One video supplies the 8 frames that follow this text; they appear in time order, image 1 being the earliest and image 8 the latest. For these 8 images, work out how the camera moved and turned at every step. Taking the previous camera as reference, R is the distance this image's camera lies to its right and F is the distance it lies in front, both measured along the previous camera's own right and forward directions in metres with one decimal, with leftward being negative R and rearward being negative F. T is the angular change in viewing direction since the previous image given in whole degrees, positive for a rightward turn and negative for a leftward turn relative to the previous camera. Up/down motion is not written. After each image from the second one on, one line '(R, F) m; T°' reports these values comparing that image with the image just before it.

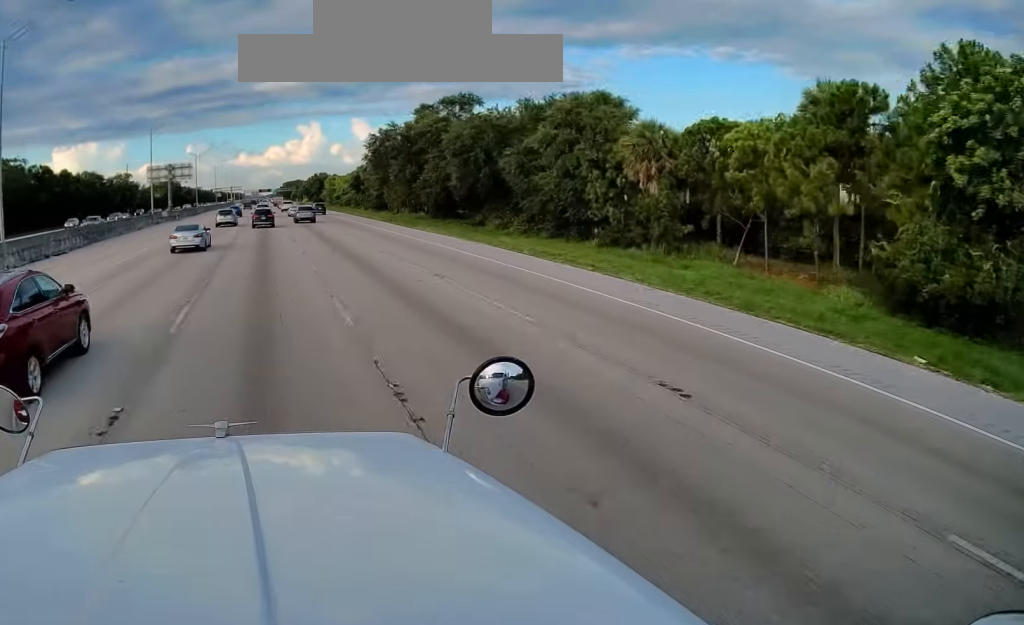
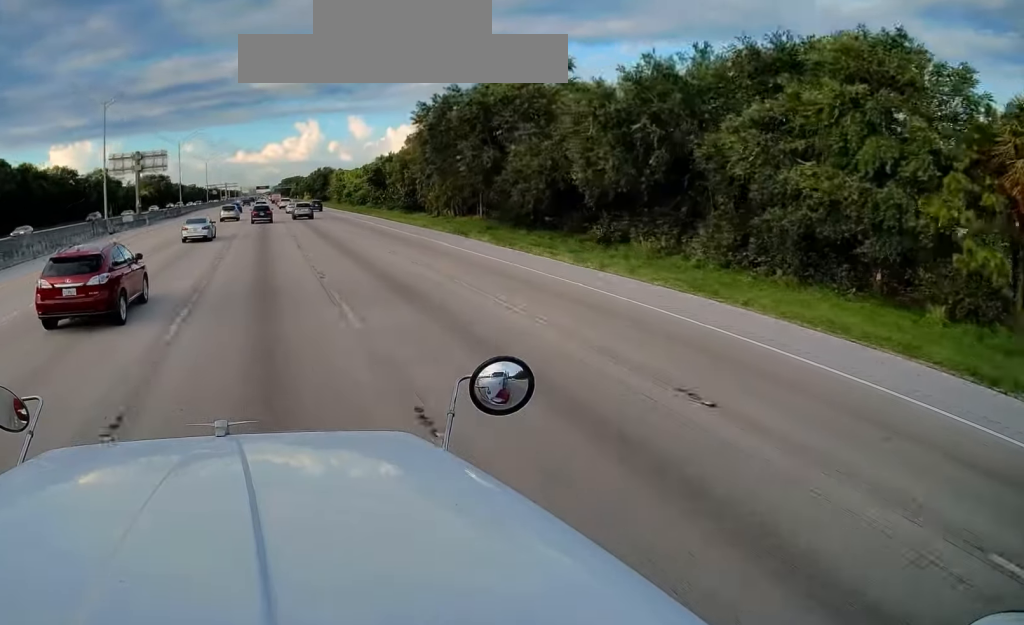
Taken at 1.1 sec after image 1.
(-0.2, +27.0) m; 0°
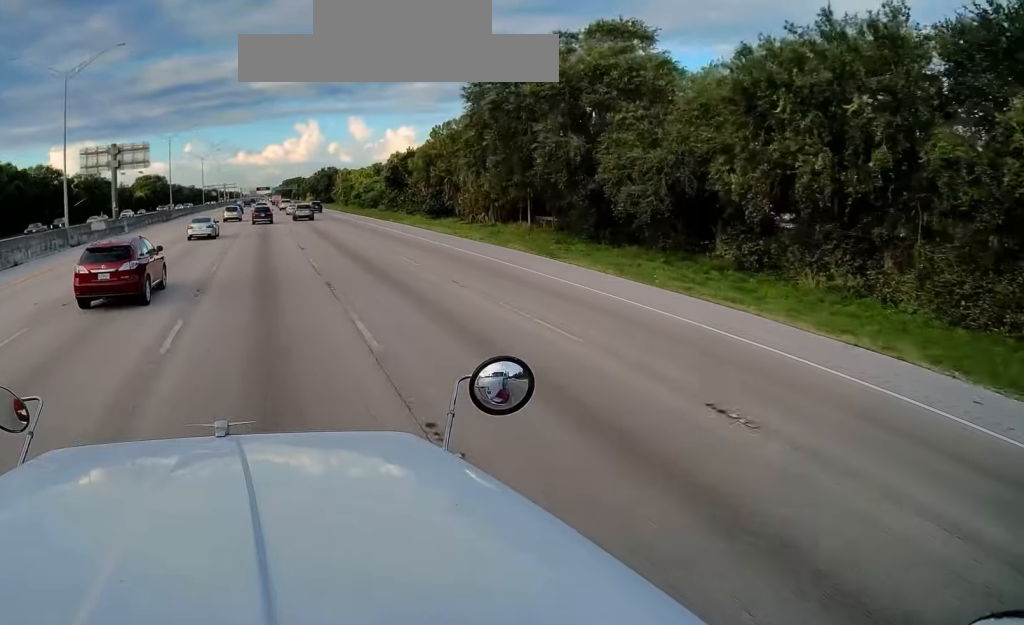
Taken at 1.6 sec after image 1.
(-0.1, +13.4) m; 0°
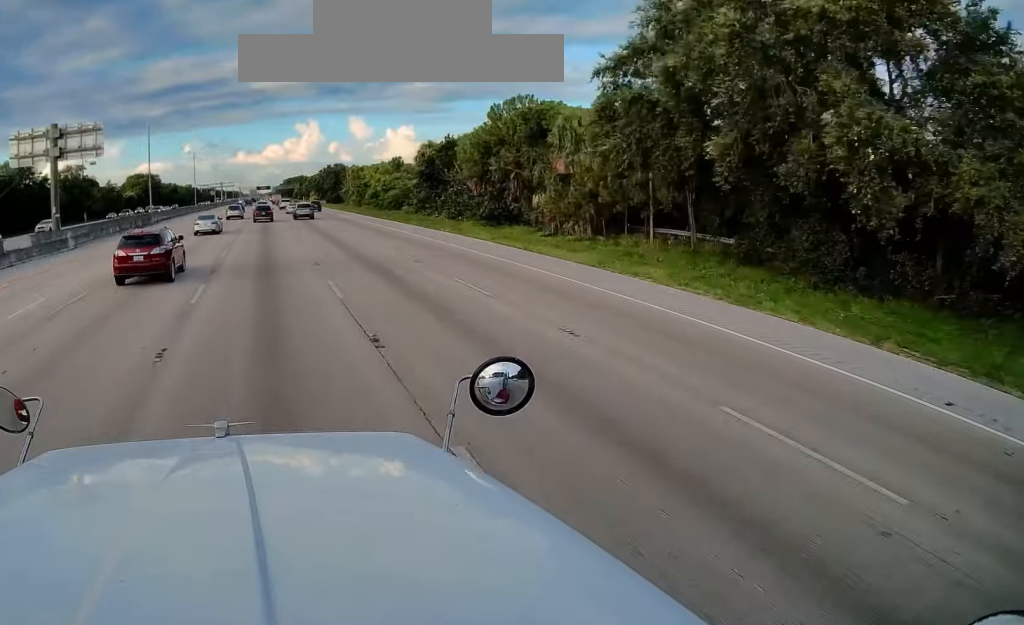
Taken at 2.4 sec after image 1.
(+0.3, +19.3) m; +1°
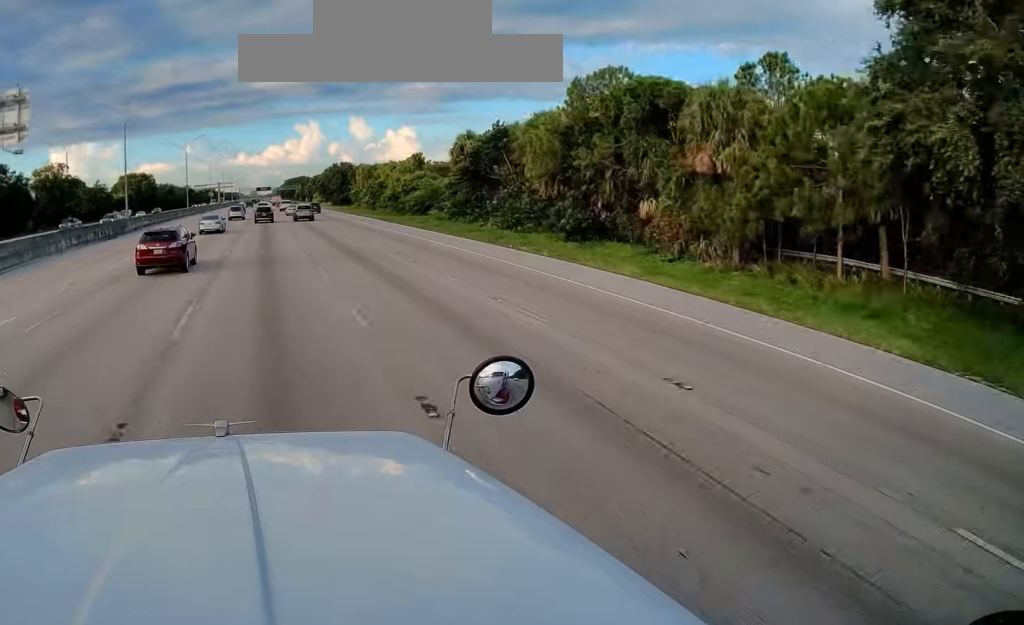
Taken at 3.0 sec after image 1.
(+0.2, +16.8) m; 0°
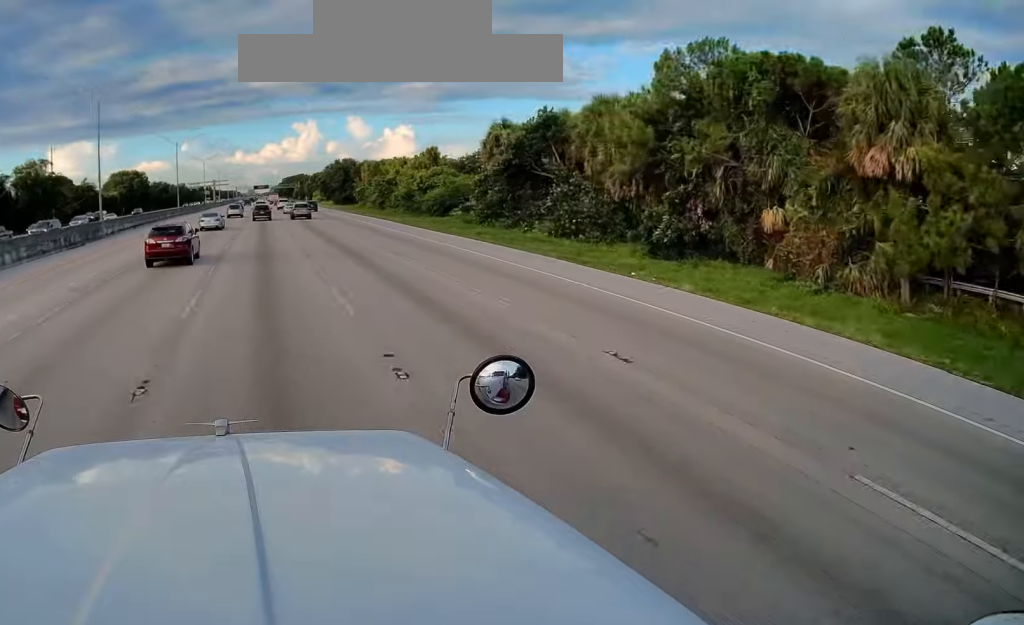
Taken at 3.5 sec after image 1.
(+0.2, +10.9) m; 0°
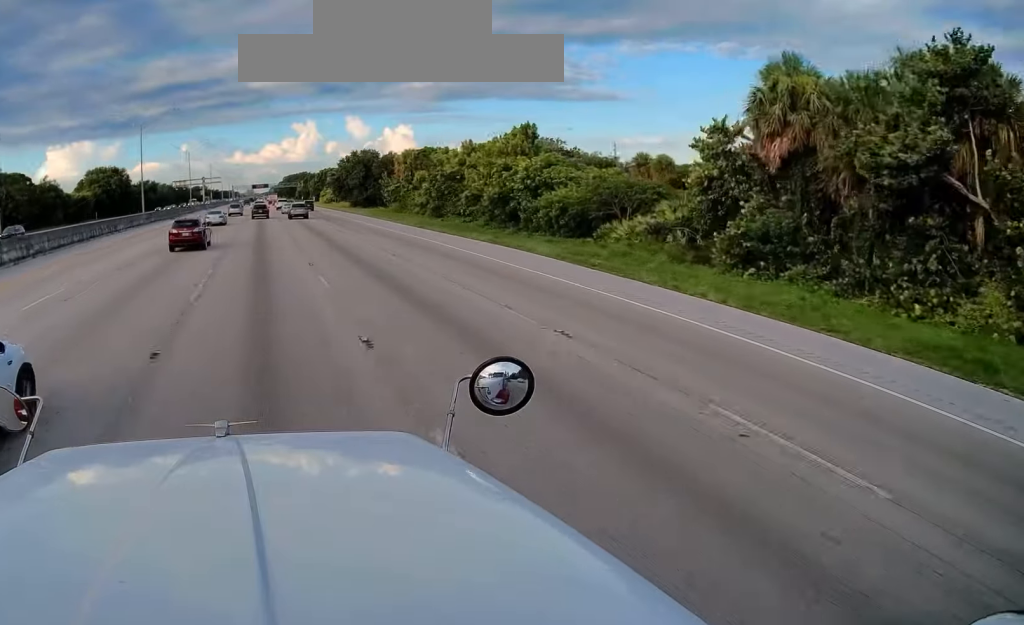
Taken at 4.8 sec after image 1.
(-0.7, +34.5) m; -1°
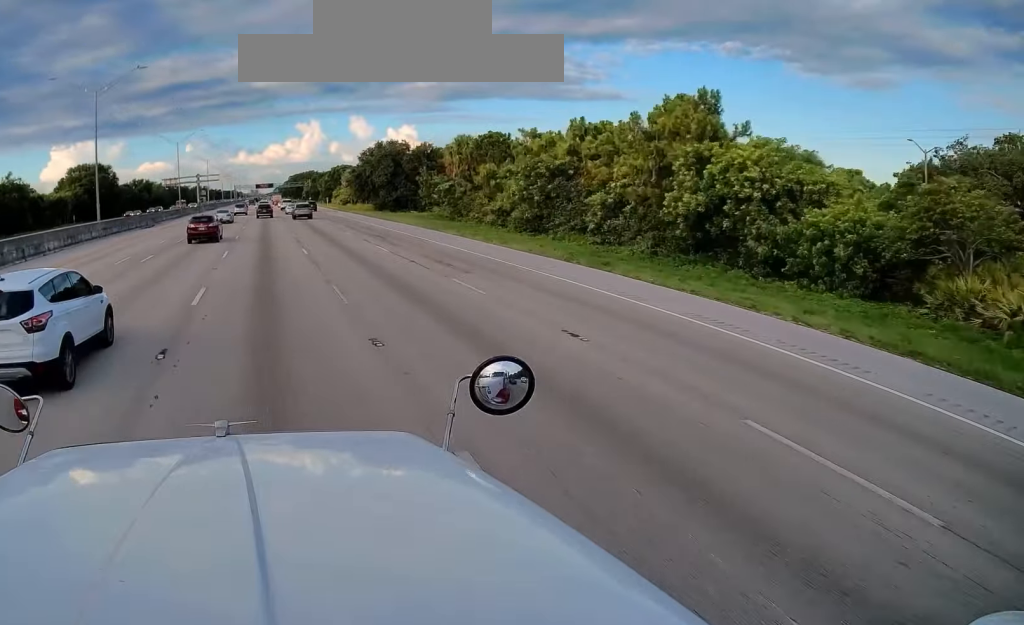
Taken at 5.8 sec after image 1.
(+0.2, +24.6) m; 0°
